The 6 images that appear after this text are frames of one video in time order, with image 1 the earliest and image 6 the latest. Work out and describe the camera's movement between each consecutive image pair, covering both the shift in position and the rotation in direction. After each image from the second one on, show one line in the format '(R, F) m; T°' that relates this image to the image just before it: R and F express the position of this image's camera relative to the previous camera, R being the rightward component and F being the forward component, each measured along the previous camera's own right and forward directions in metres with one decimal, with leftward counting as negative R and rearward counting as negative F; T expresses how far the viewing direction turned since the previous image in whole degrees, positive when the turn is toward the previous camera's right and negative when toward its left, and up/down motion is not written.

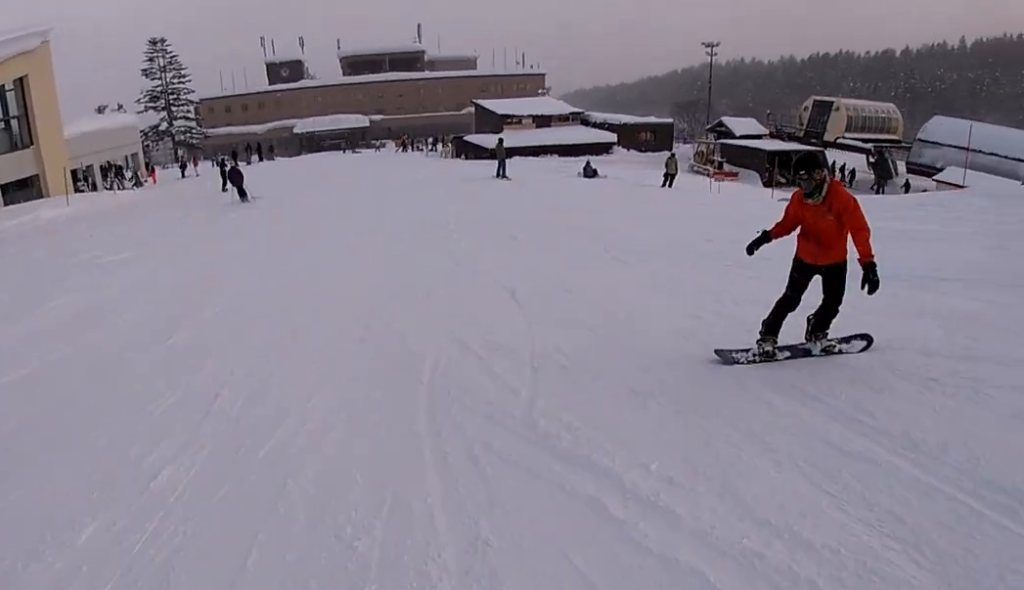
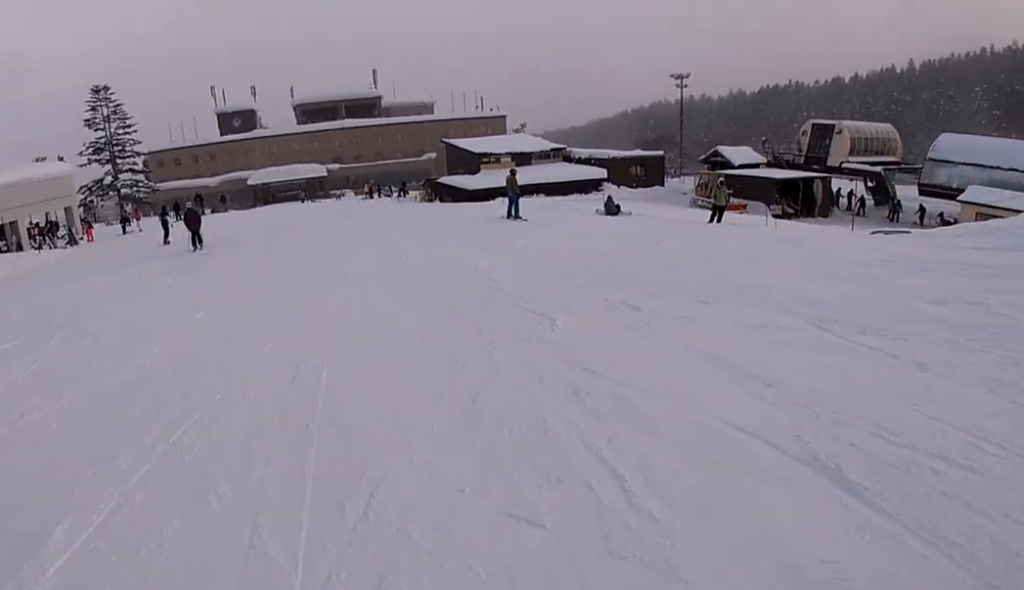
(+1.1, +5.8) m; +5°
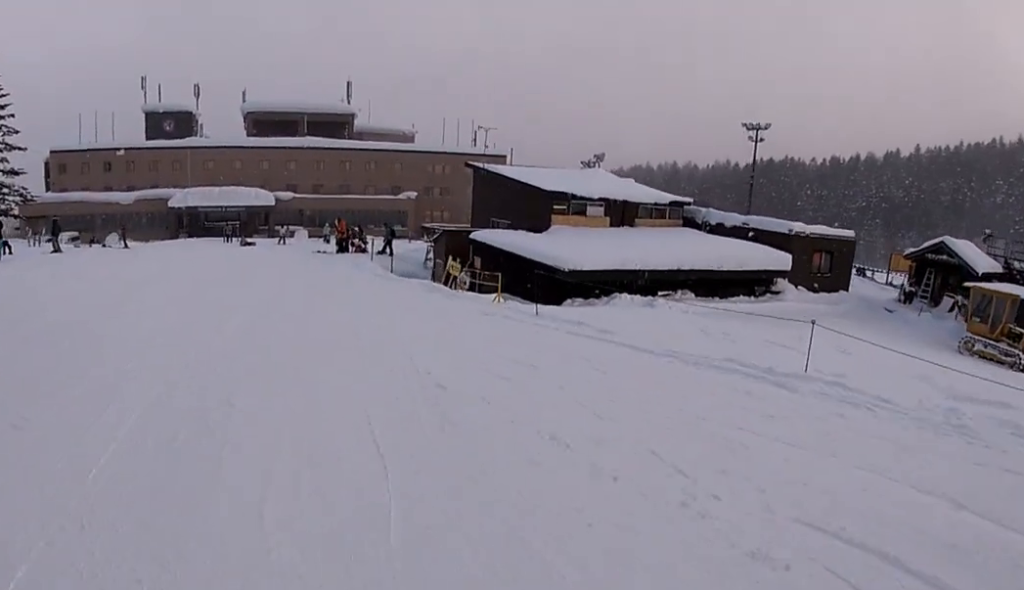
(+1.2, +23.5) m; -1°
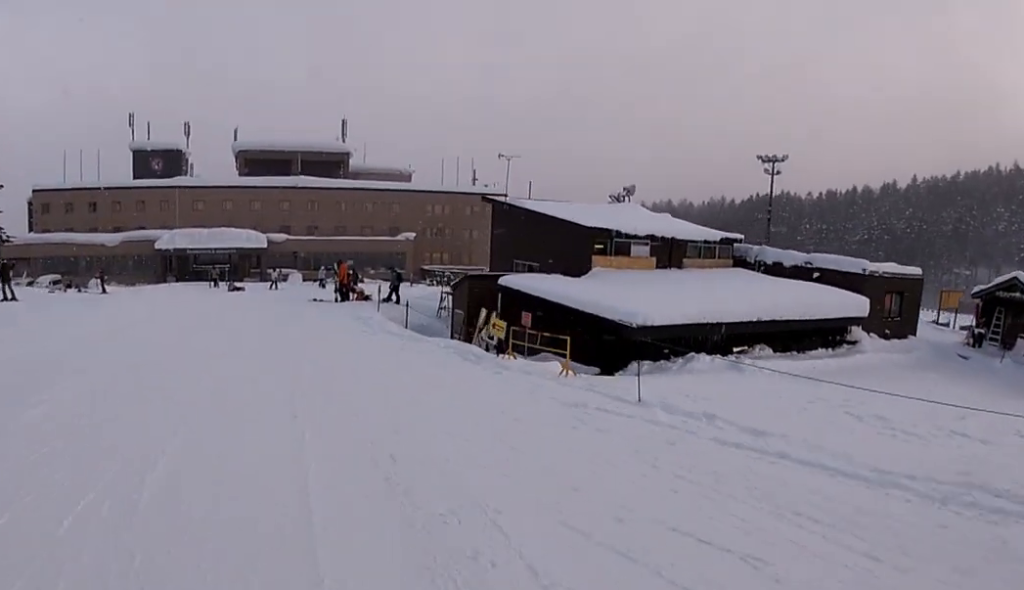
(-0.1, +4.2) m; -1°
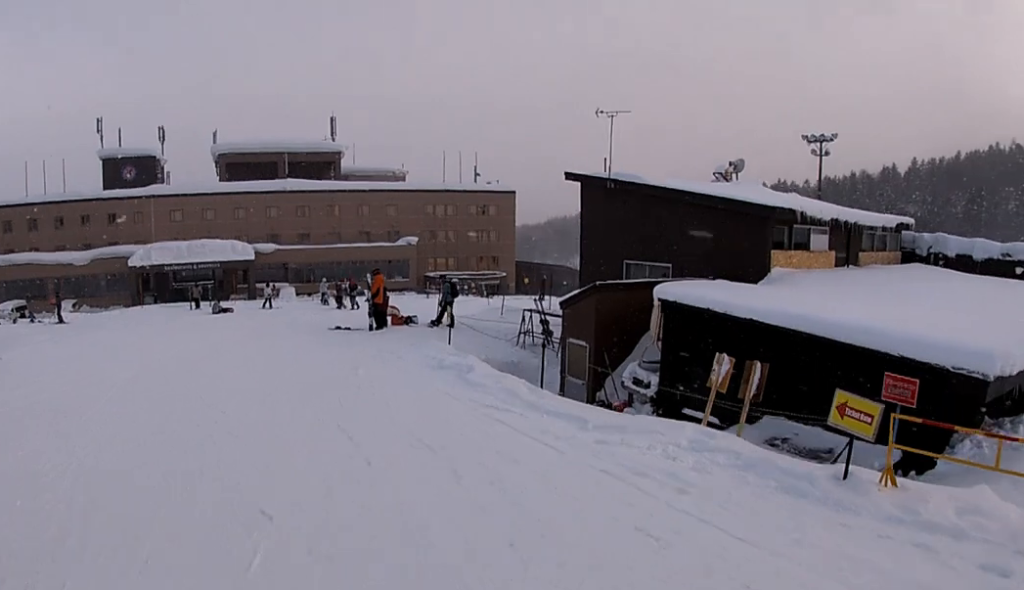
(-0.3, +8.3) m; +2°
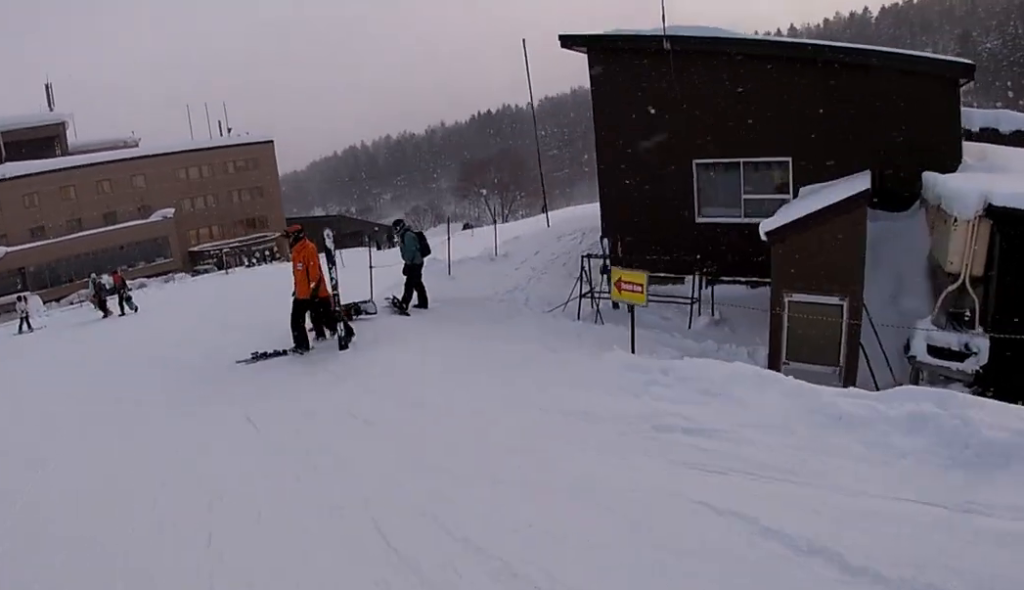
(+0.8, +9.1) m; +10°
